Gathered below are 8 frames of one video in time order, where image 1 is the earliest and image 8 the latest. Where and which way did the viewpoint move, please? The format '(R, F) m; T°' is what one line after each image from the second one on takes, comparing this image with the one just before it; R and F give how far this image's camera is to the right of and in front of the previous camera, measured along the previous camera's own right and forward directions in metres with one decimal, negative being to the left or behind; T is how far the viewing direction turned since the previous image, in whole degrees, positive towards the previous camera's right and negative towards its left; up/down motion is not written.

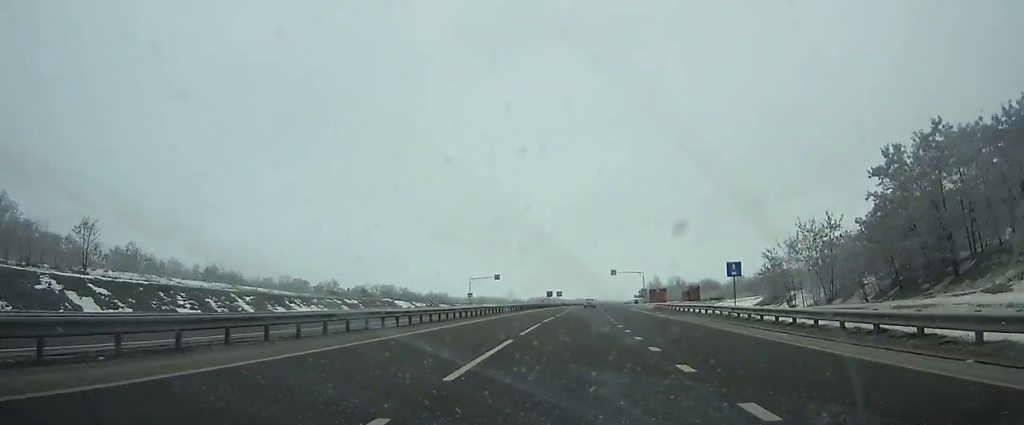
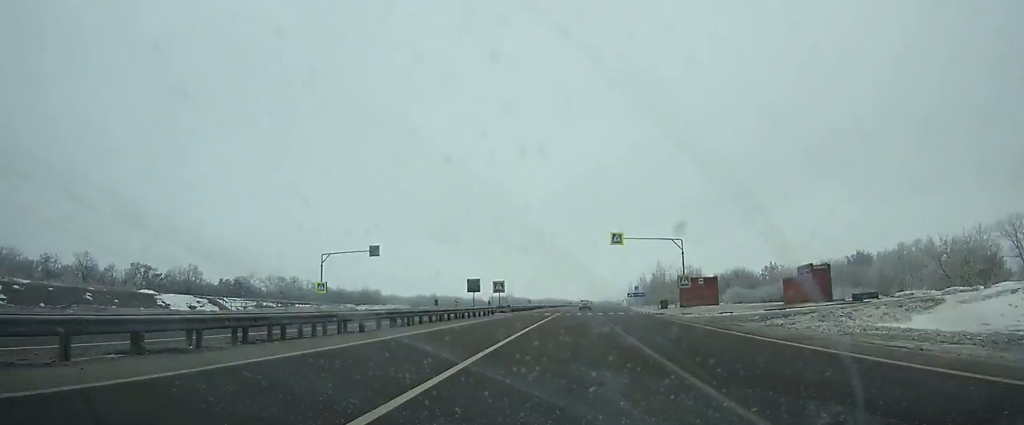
(+1.7, +65.5) m; +2°
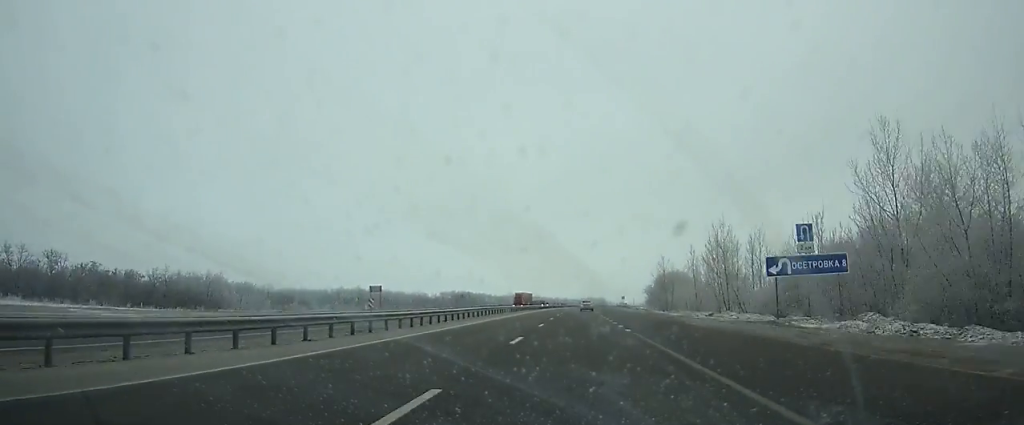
(+2.7, +107.8) m; +2°
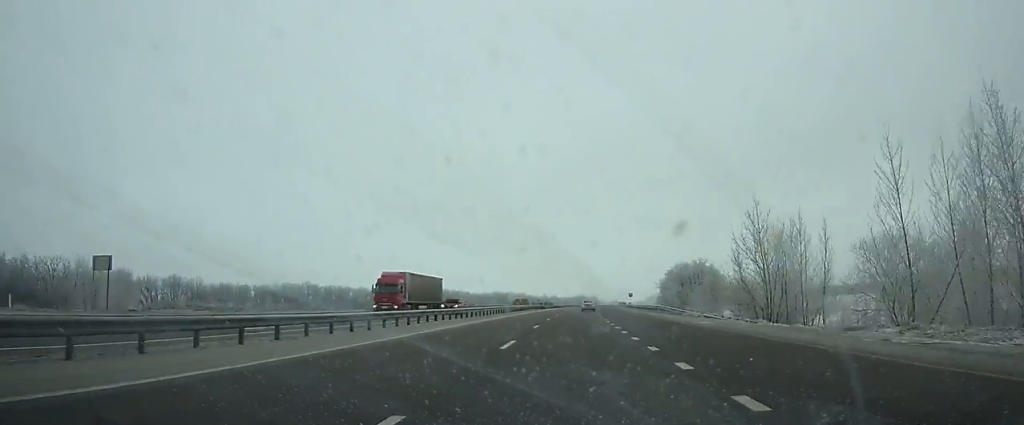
(+0.5, +50.1) m; +1°
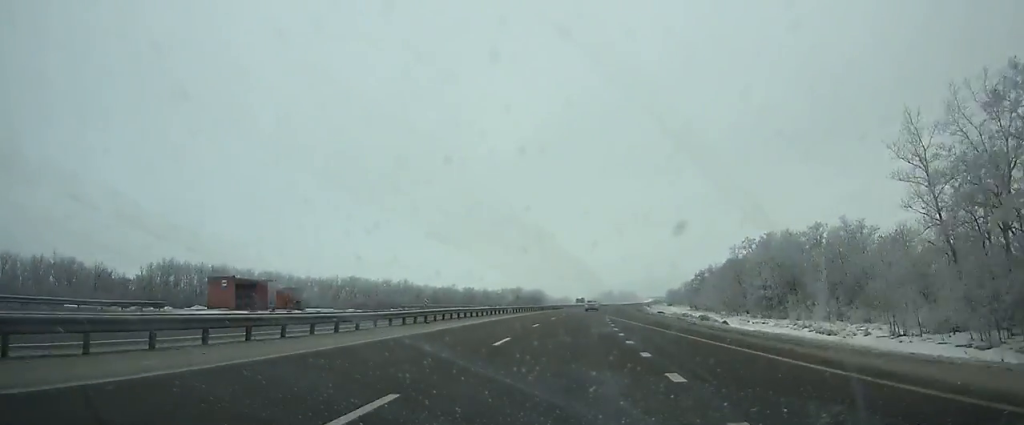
(+8.7, +167.3) m; +6°
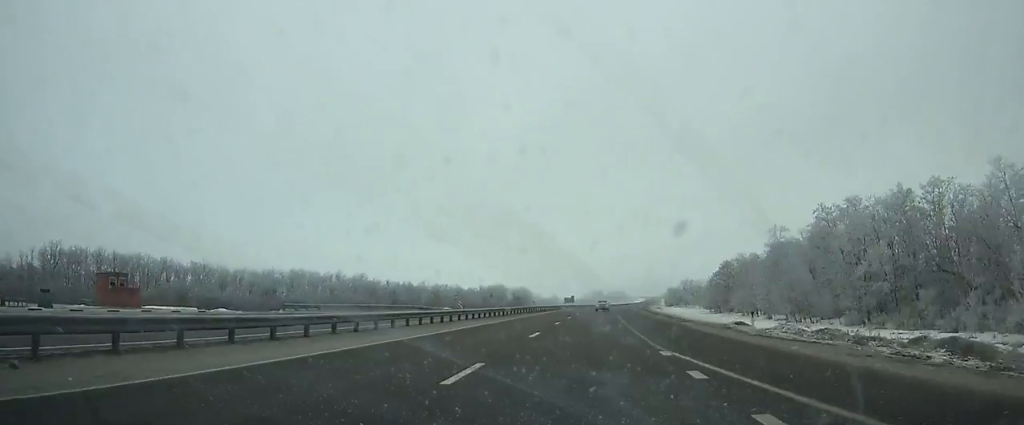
(+0.3, +32.2) m; +1°
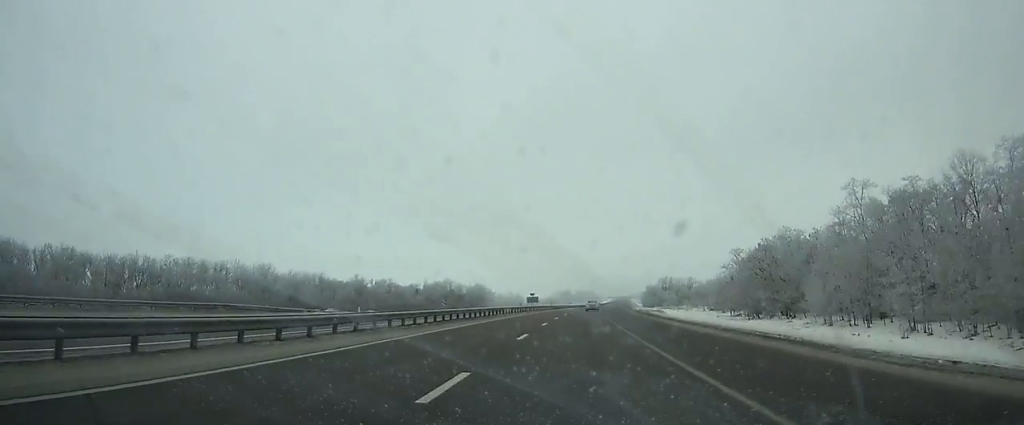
(+0.7, +37.5) m; +2°
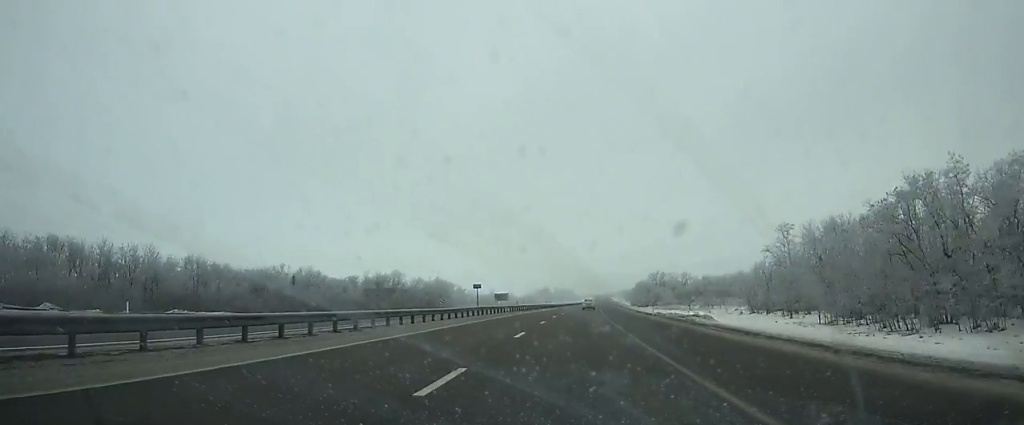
(+0.3, +35.1) m; +1°
